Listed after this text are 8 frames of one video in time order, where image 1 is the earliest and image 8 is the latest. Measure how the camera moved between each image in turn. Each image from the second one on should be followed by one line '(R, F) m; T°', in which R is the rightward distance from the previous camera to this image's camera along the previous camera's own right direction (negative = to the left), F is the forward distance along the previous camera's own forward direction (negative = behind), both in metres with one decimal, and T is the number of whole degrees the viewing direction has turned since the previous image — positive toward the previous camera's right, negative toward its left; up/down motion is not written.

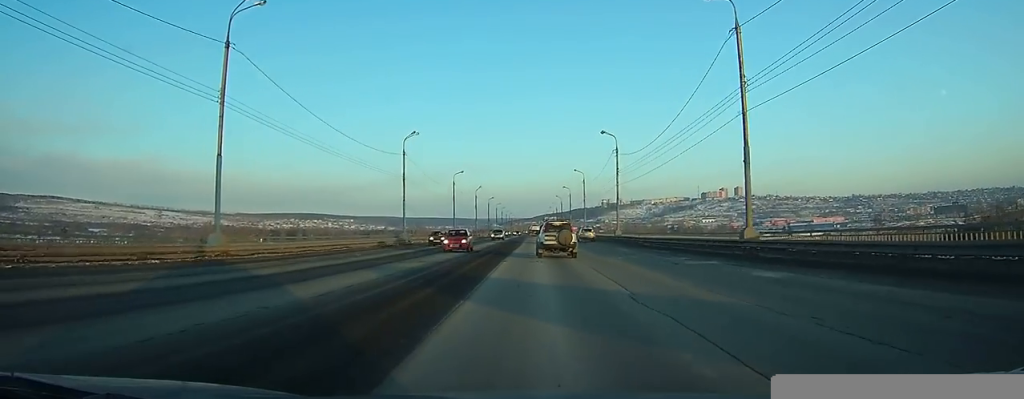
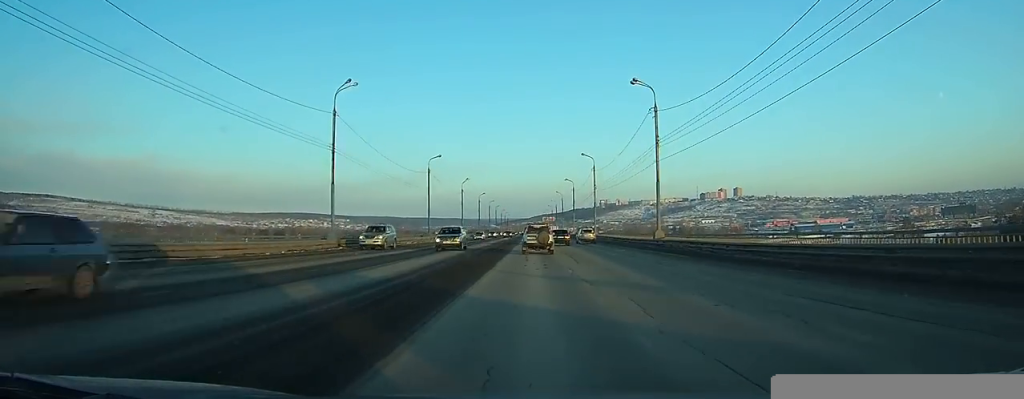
(+0.1, +23.1) m; 0°
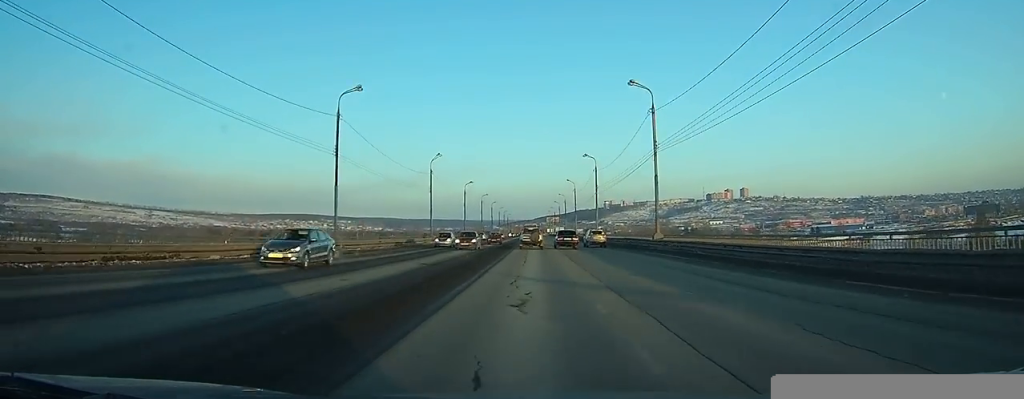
(+0.1, +41.2) m; 0°
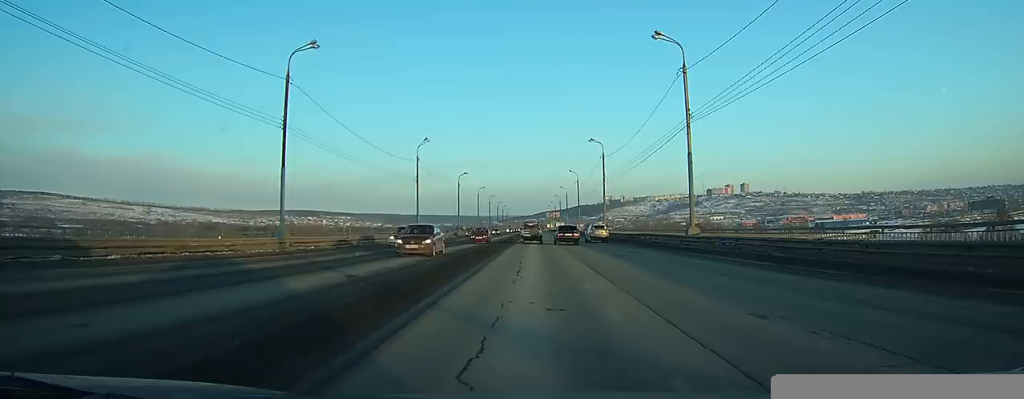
(0.0, +9.7) m; 0°
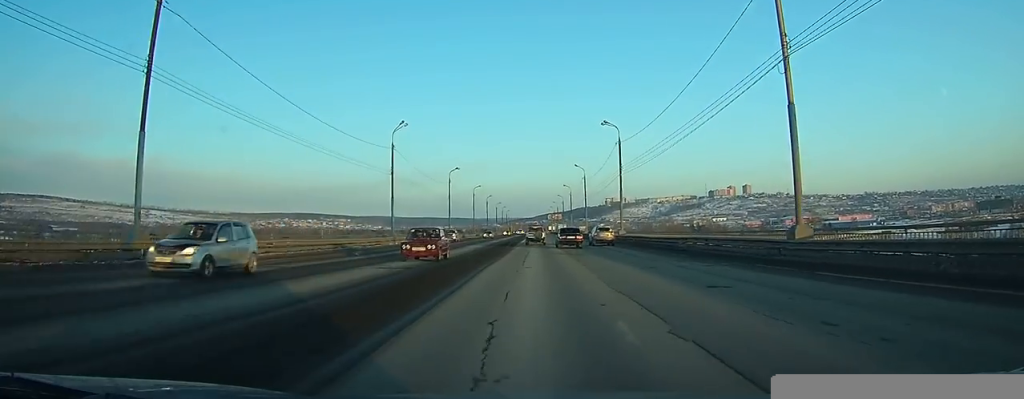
(-0.1, +13.9) m; 0°
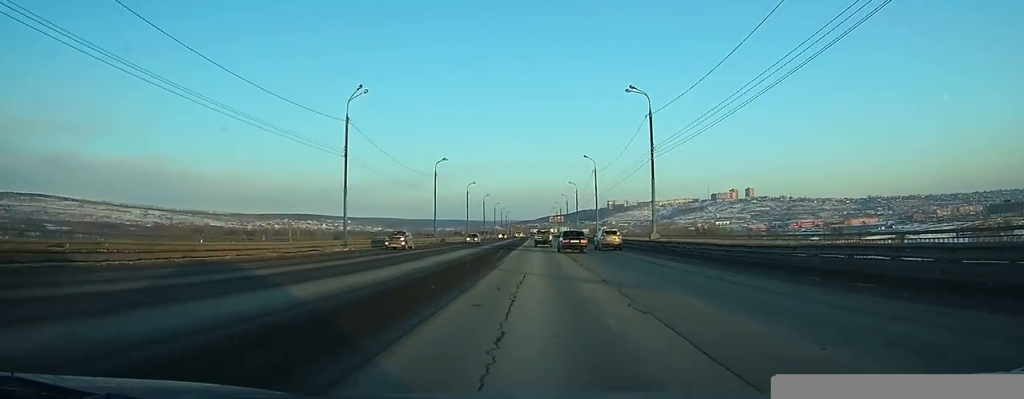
(0.0, +16.0) m; 0°
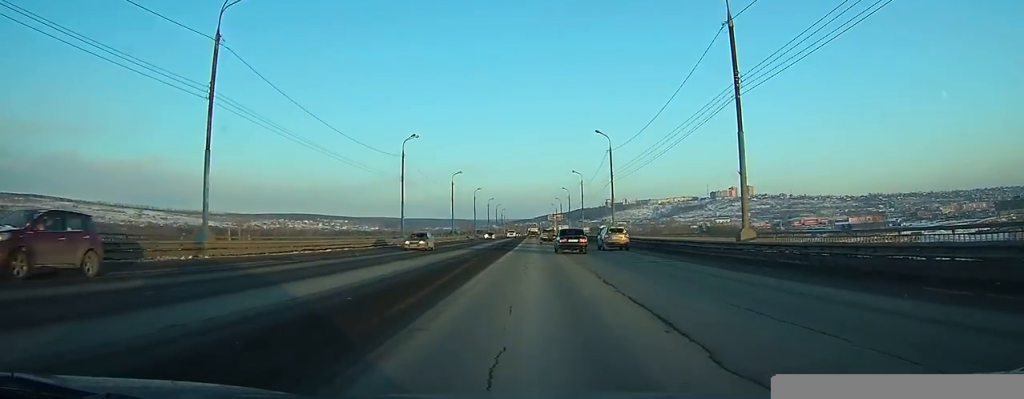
(+0.1, +20.3) m; 0°
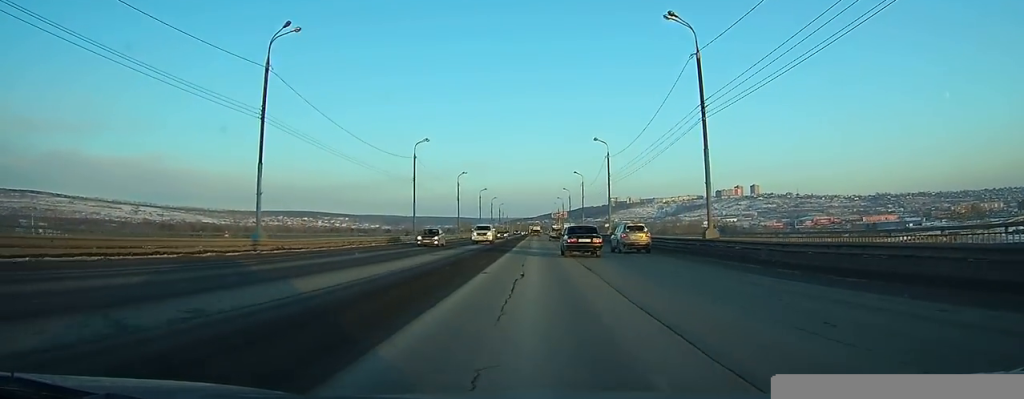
(-0.1, +36.5) m; -1°
